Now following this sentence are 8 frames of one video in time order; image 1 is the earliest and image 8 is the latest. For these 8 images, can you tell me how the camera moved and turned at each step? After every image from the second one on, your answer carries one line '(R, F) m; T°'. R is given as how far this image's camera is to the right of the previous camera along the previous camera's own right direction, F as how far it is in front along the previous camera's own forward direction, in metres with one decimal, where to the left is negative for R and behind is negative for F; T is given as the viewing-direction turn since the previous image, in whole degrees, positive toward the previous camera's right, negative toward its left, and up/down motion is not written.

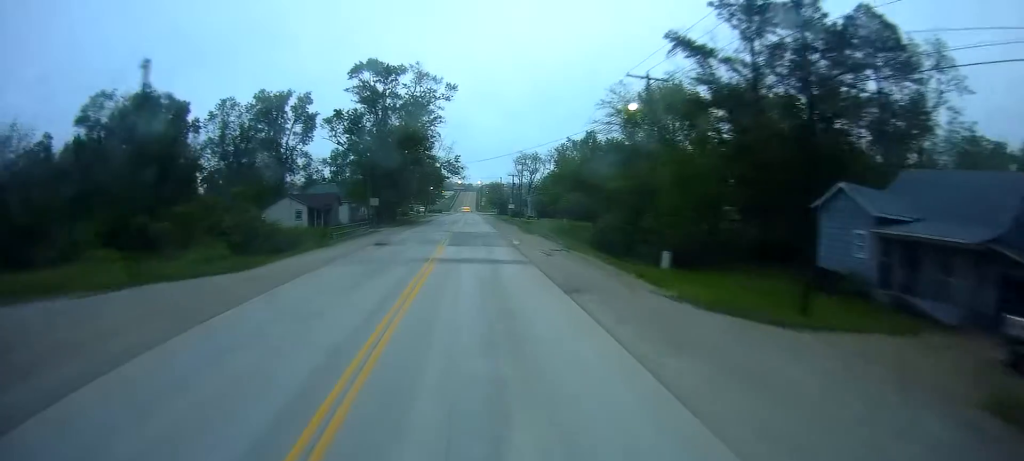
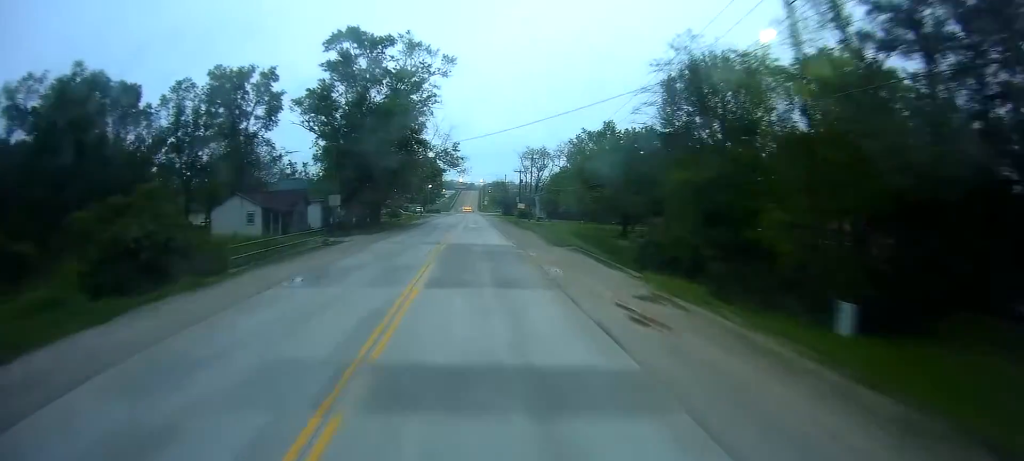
(-0.1, +16.3) m; +1°
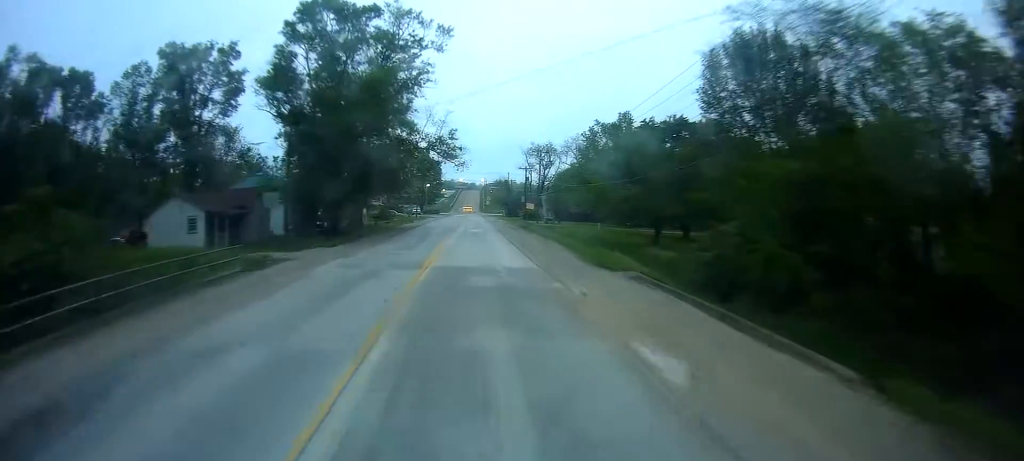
(+0.3, +12.6) m; -1°
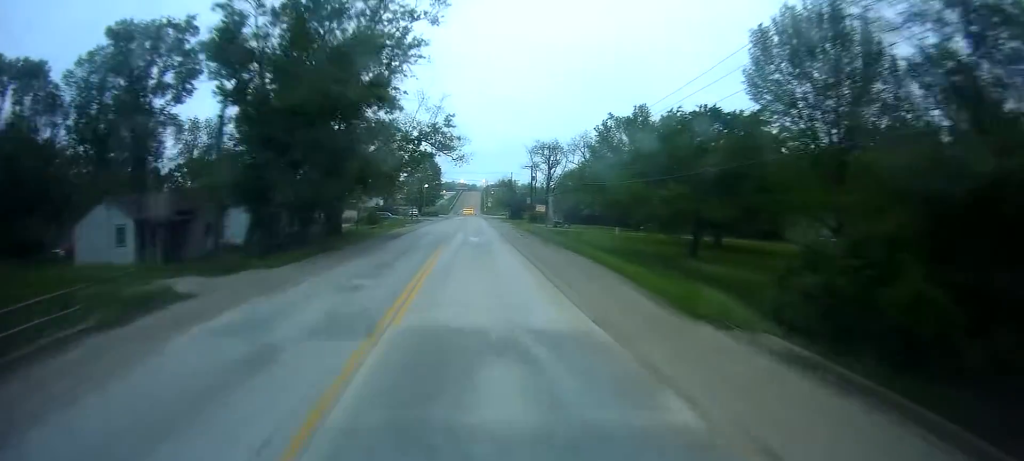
(-0.1, +10.2) m; 0°
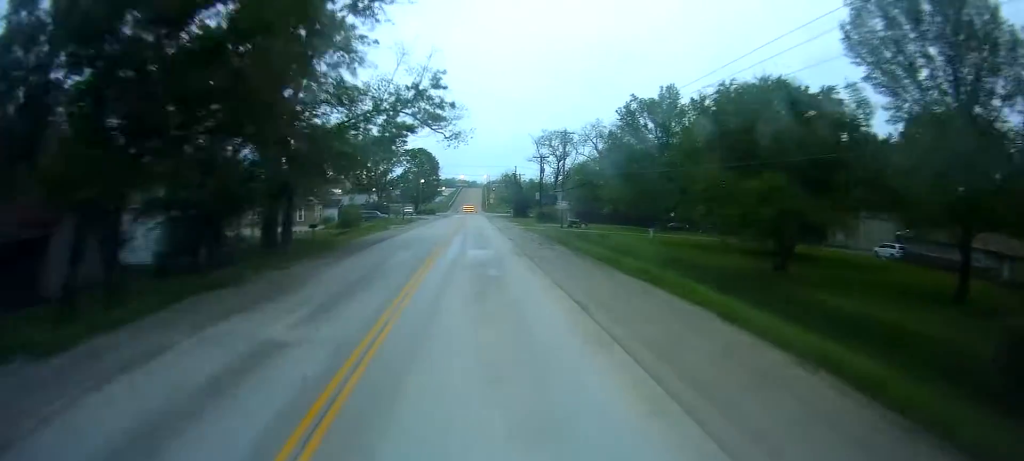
(-0.5, +14.9) m; +1°
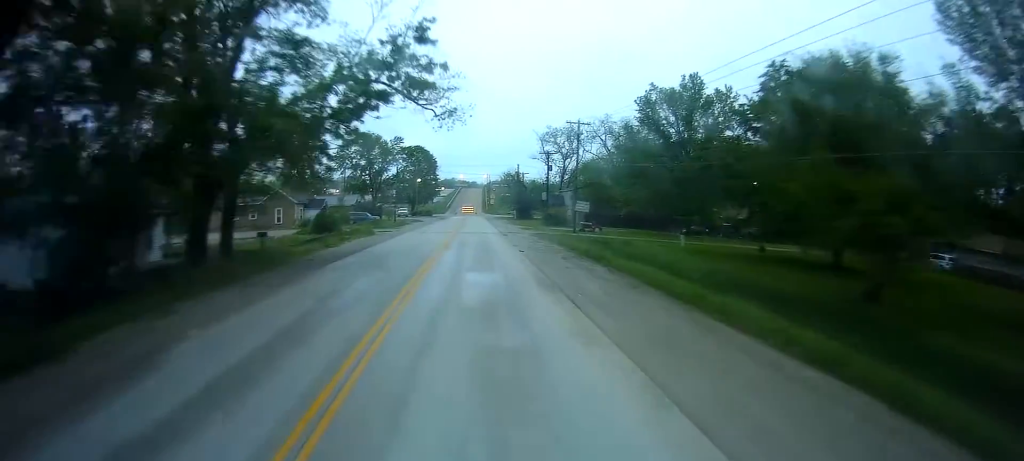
(+0.6, +9.6) m; +1°
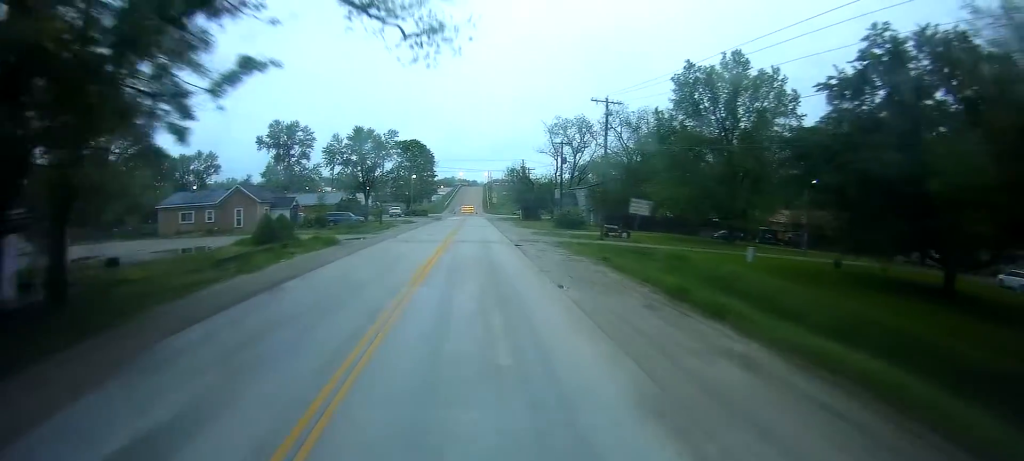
(-0.2, +13.3) m; -1°
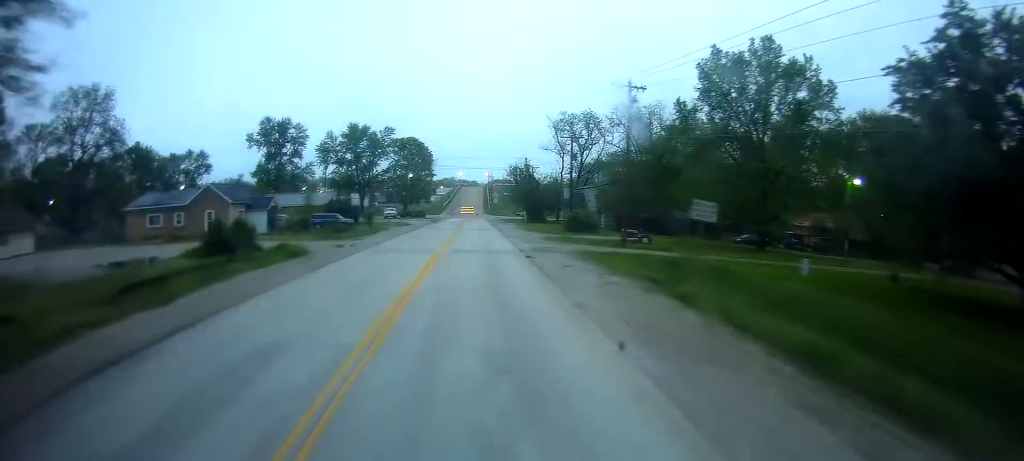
(-0.1, +7.3) m; 0°
